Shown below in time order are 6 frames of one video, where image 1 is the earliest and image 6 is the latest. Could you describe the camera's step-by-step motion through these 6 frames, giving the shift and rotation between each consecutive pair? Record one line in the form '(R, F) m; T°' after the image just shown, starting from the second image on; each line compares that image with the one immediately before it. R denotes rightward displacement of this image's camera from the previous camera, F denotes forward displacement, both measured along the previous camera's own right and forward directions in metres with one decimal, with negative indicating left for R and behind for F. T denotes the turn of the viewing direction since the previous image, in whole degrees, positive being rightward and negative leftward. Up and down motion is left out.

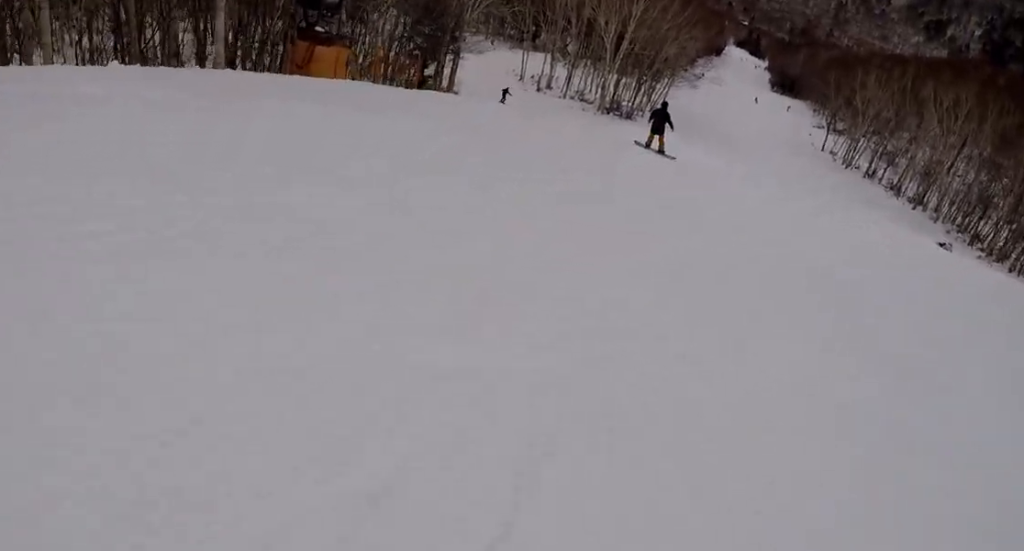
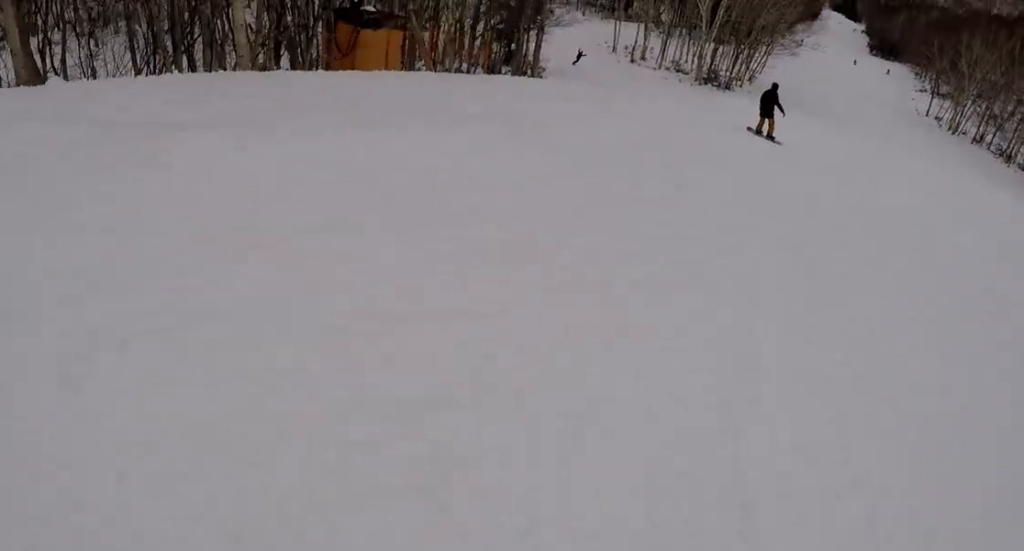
(0.0, +3.2) m; +1°
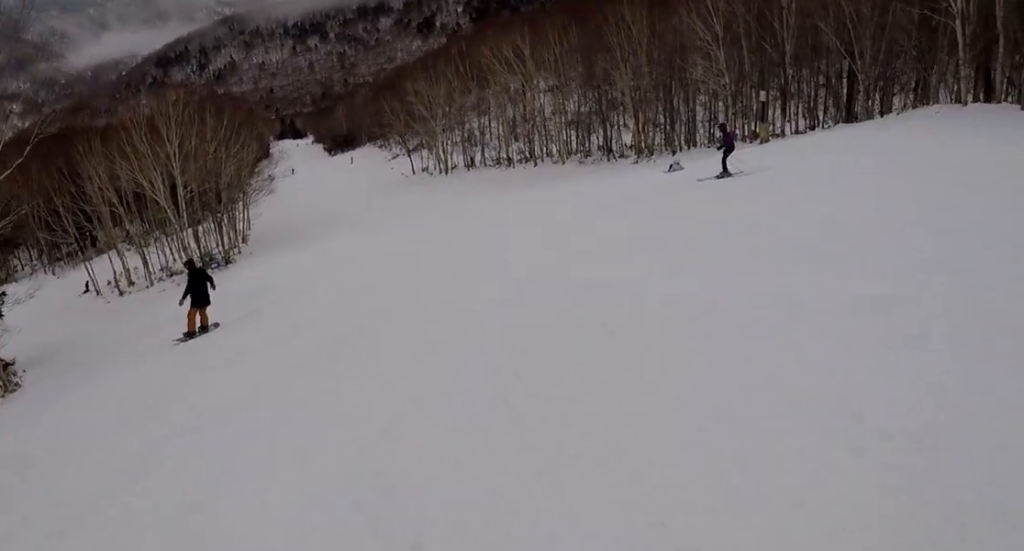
(+1.0, +8.6) m; +13°
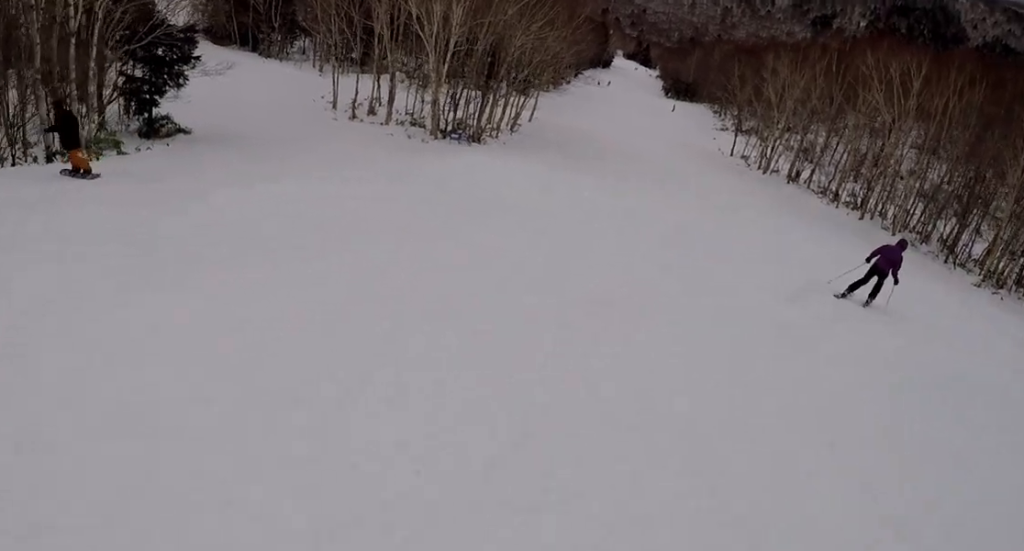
(-0.8, +10.2) m; -22°
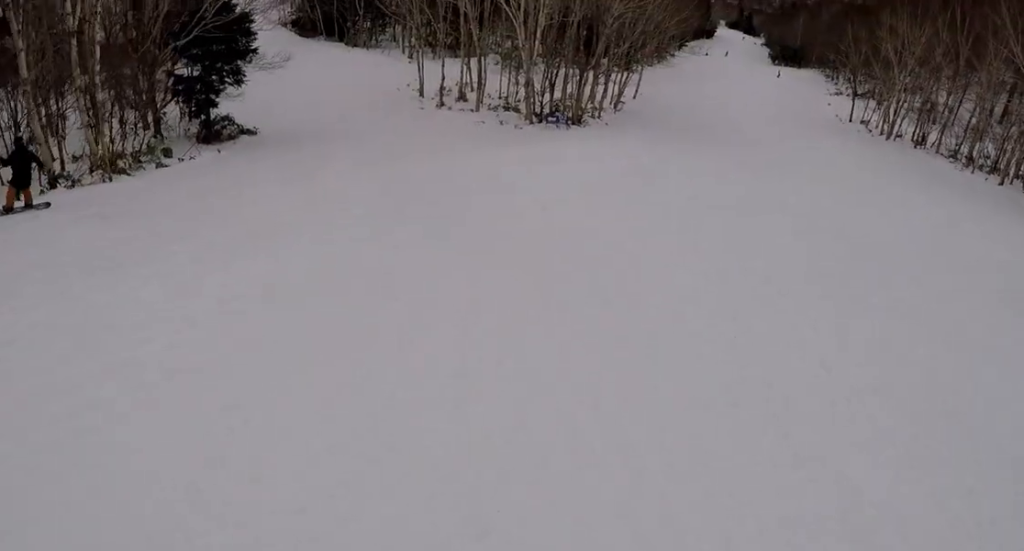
(-1.9, +5.2) m; +3°
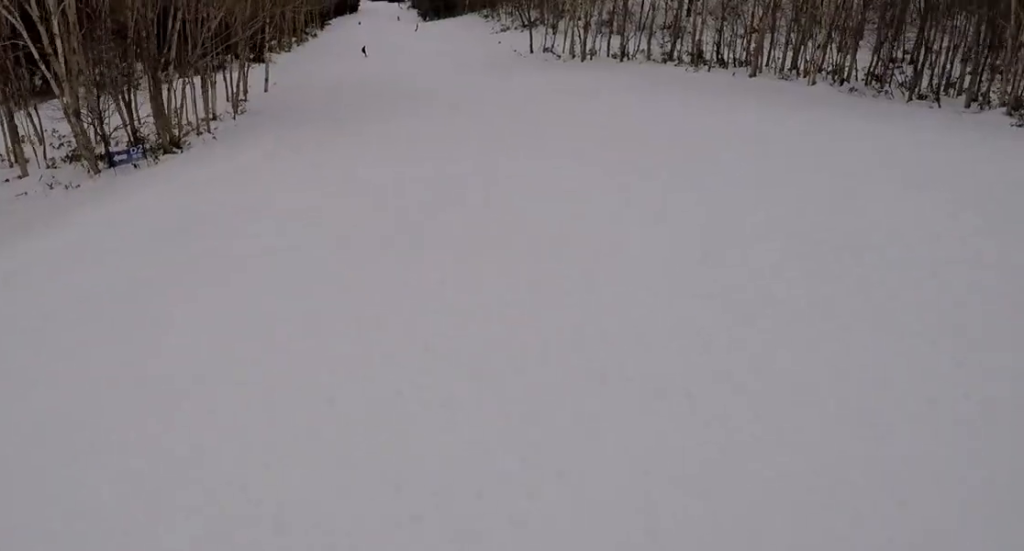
(+6.9, +16.1) m; +19°
